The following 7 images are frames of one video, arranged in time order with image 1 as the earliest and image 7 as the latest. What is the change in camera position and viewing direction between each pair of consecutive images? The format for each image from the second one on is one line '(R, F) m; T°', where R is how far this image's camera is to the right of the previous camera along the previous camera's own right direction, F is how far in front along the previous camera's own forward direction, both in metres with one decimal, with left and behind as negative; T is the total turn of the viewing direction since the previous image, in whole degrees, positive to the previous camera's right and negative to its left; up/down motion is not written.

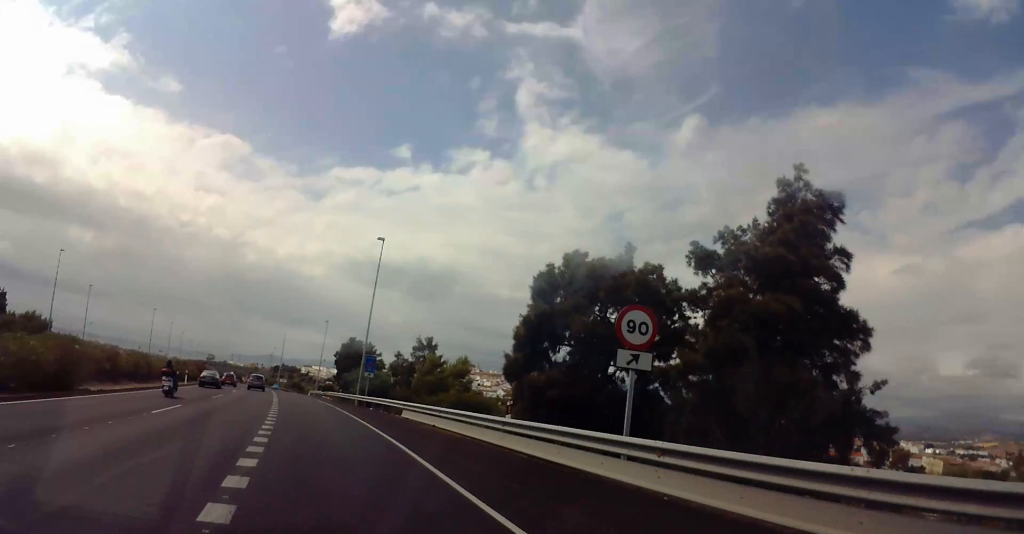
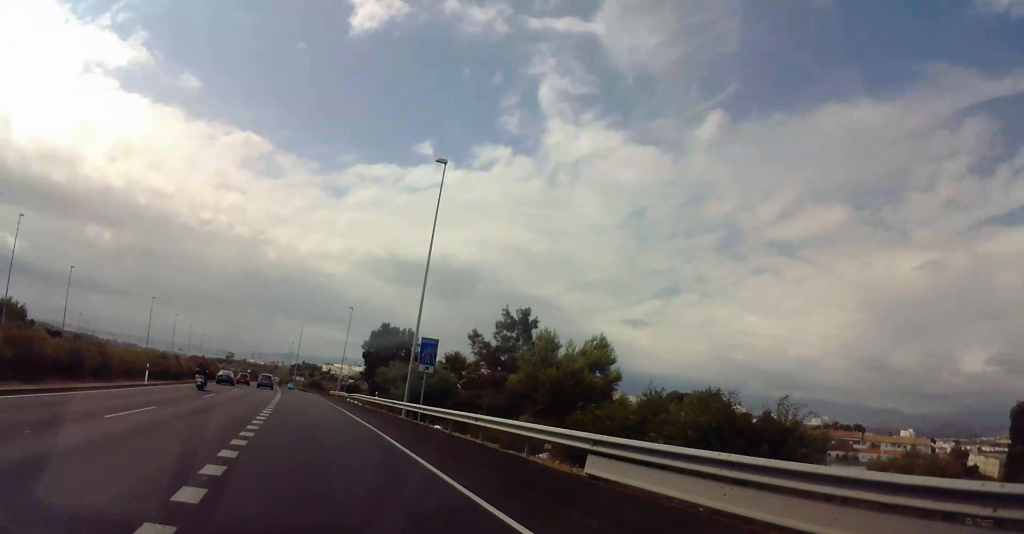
(-0.3, +22.0) m; -1°
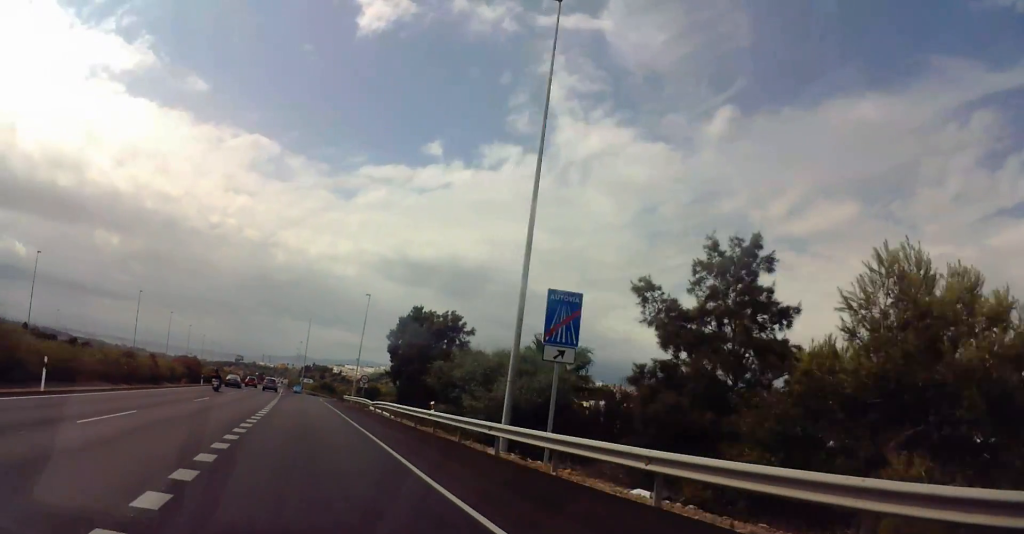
(0.0, +18.6) m; 0°
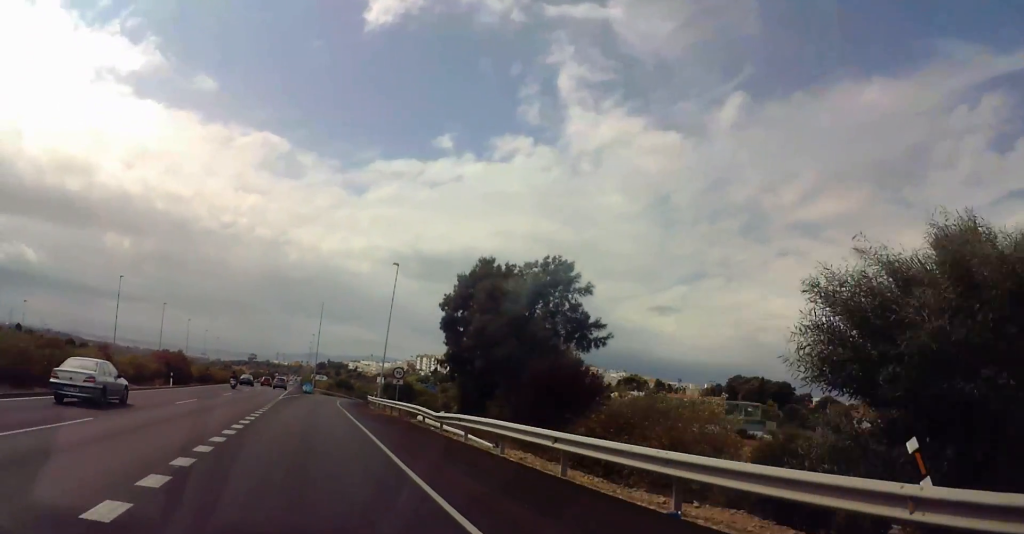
(-0.2, +21.6) m; 0°
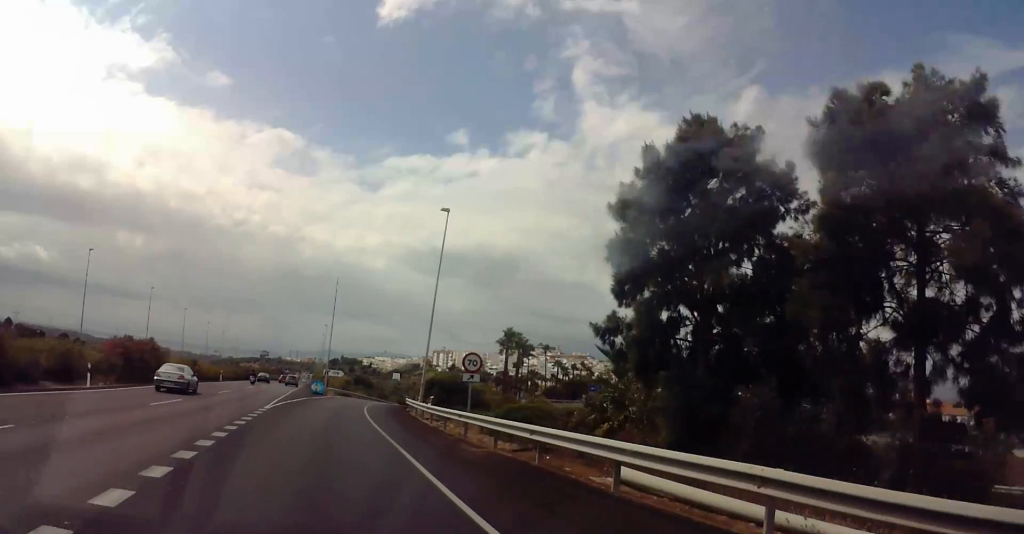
(+0.2, +22.8) m; +1°
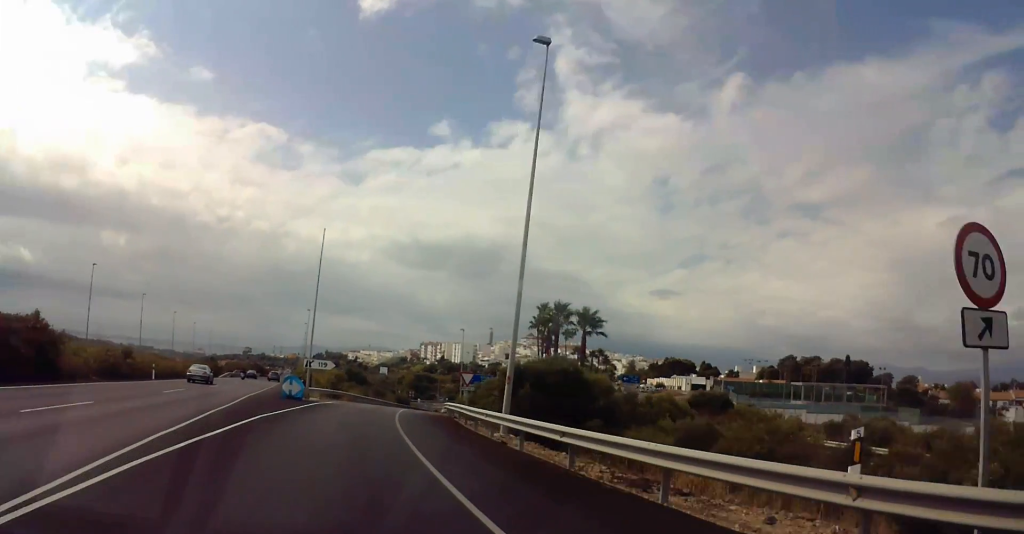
(+0.9, +25.8) m; +6°
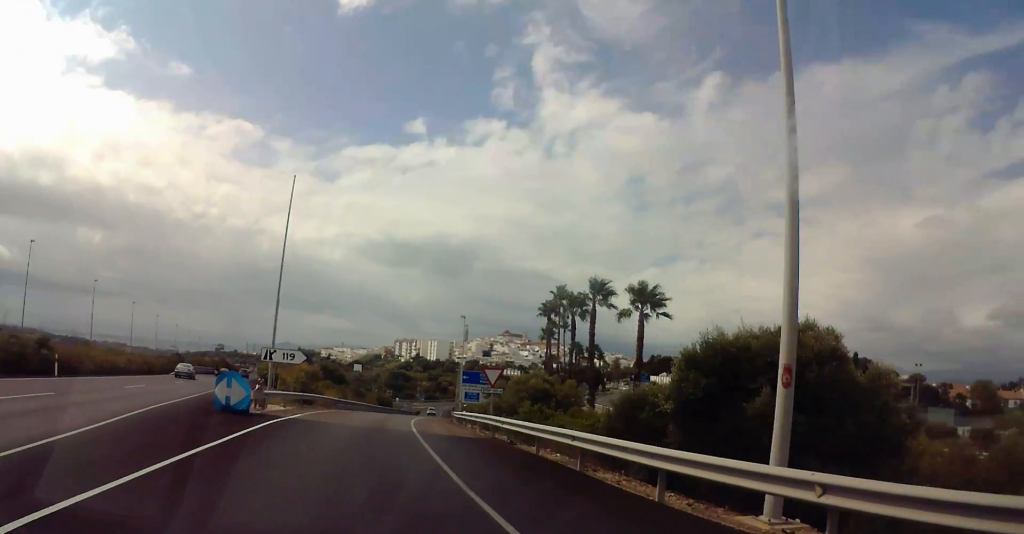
(+0.8, +15.5) m; +4°
